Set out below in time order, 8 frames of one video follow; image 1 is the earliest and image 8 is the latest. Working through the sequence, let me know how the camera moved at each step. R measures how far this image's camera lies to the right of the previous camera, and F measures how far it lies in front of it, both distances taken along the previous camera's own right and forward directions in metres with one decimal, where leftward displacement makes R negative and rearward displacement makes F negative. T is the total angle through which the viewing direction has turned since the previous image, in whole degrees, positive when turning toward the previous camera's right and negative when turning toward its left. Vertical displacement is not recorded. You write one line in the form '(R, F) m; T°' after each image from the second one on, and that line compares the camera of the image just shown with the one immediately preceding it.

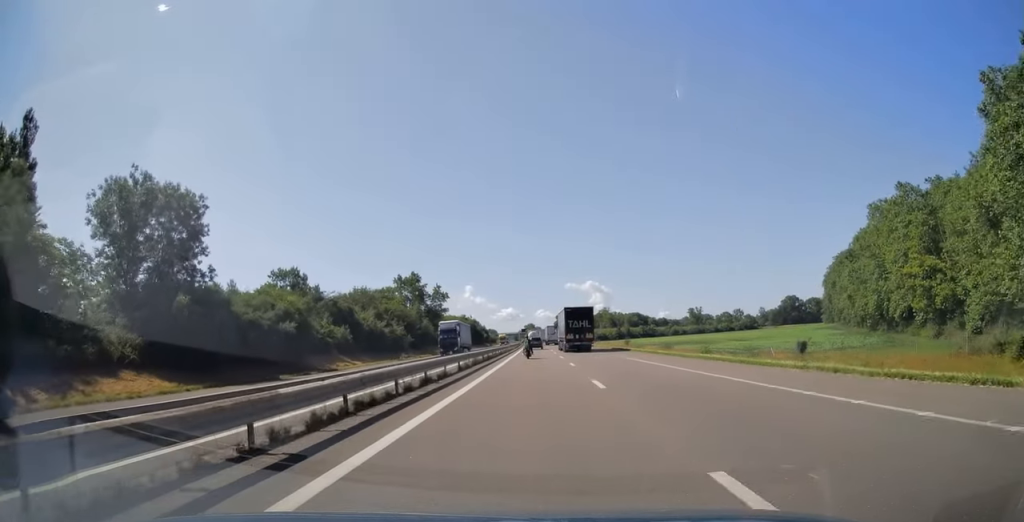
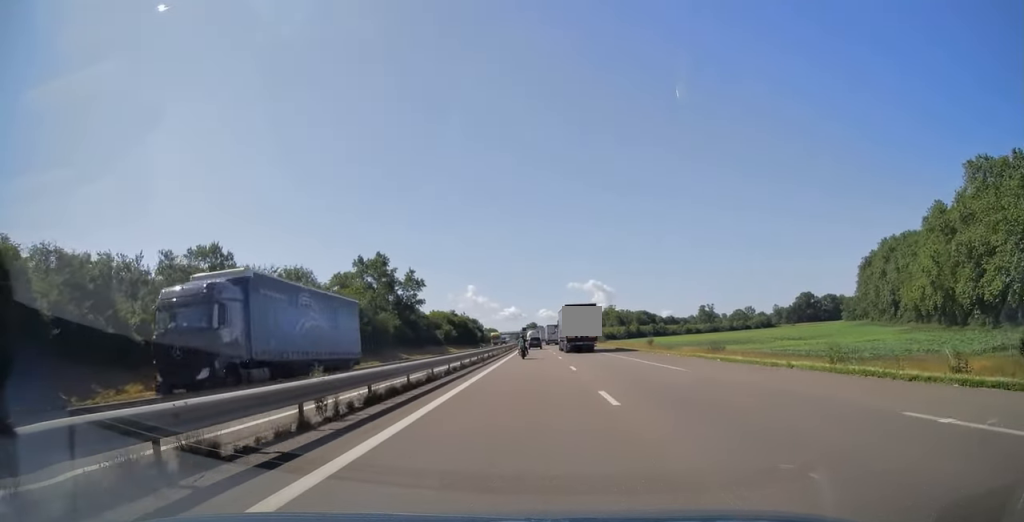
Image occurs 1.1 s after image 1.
(0.0, +29.6) m; 0°
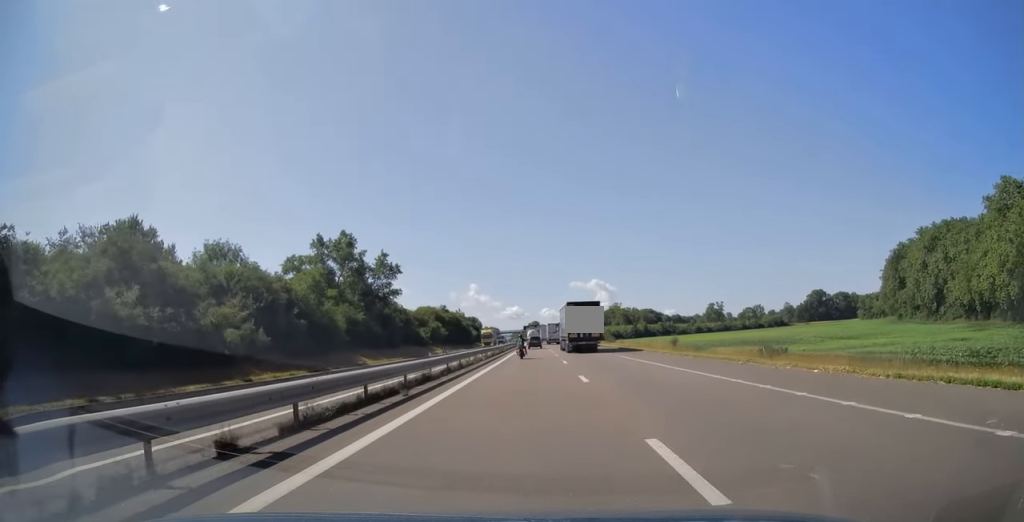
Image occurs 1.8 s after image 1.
(0.0, +20.0) m; 0°
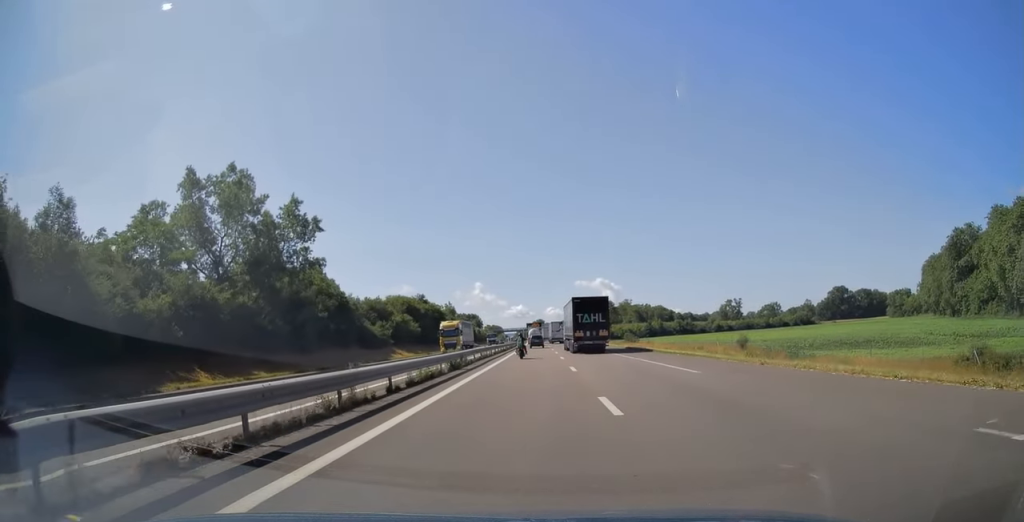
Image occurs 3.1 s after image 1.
(-0.1, +33.7) m; 0°
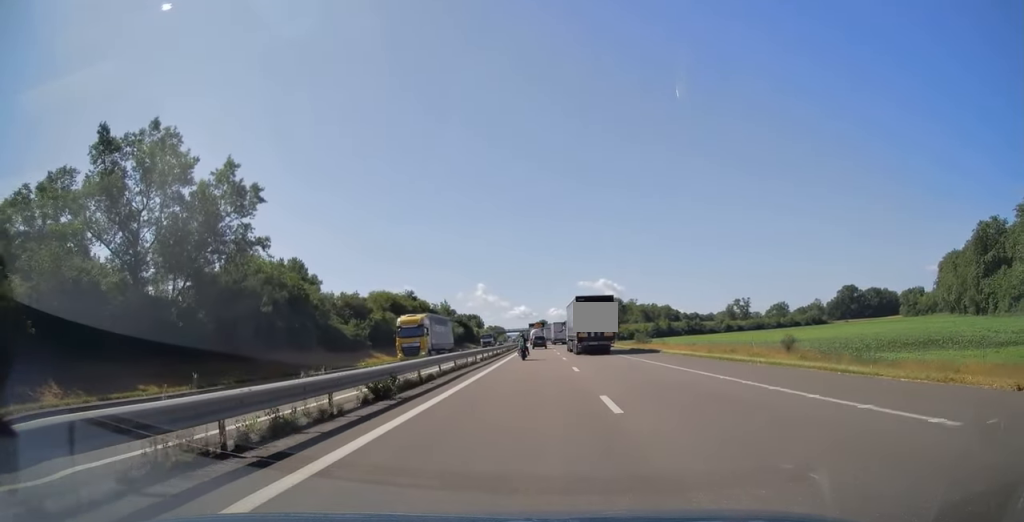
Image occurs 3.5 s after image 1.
(0.0, +12.8) m; 0°
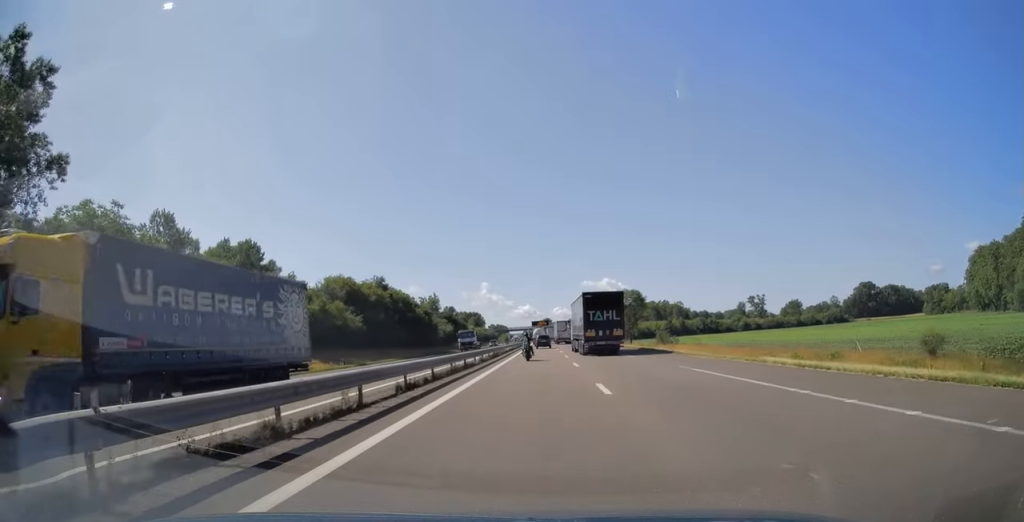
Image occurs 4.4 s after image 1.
(-0.1, +22.7) m; -1°
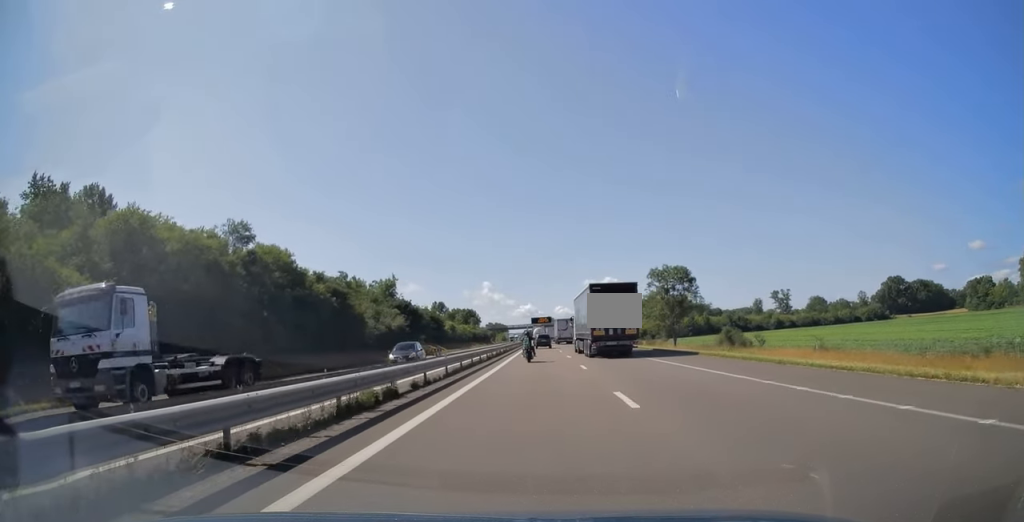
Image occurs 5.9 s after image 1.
(-0.1, +41.8) m; 0°
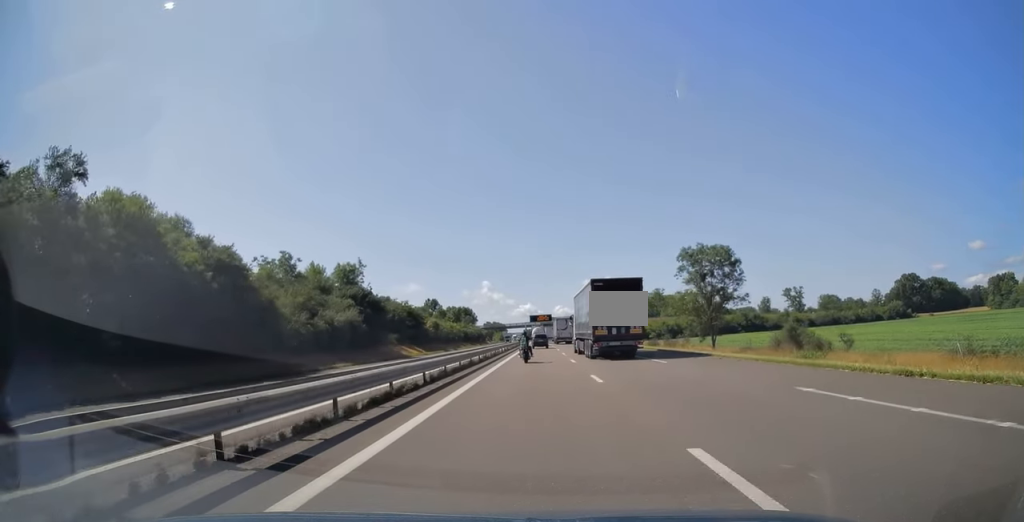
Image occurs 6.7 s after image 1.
(0.0, +20.1) m; 0°
